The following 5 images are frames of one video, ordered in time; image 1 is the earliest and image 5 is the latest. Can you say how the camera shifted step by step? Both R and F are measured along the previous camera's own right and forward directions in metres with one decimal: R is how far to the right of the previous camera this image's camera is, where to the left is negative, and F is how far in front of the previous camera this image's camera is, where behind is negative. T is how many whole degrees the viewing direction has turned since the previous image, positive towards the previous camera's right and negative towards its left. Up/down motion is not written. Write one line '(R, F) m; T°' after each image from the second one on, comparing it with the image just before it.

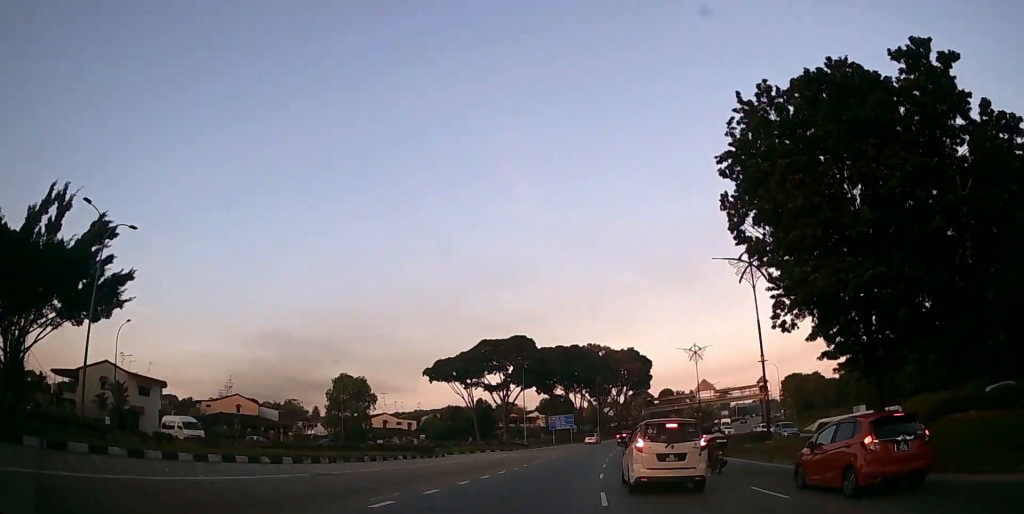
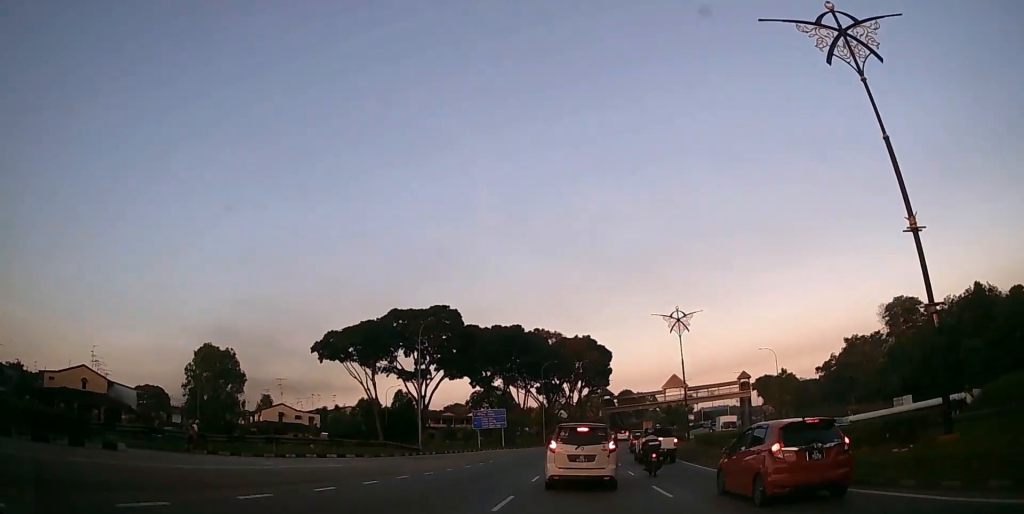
(+0.6, +22.7) m; +3°
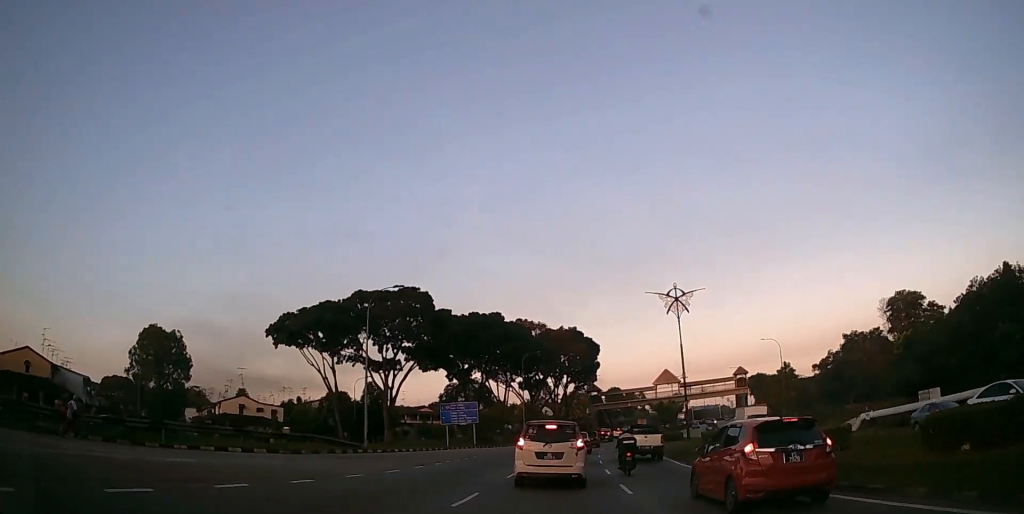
(0.0, +7.9) m; +2°
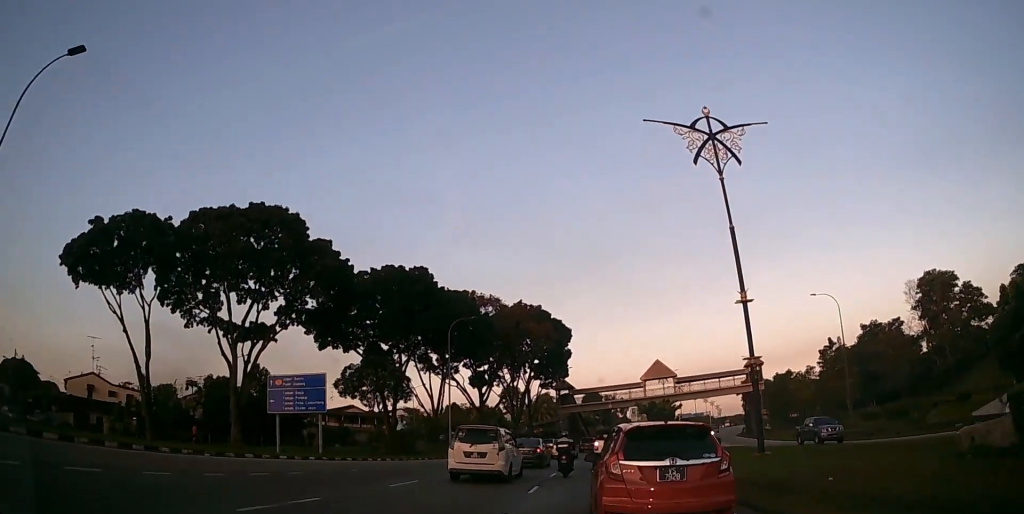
(+1.8, +28.7) m; +6°
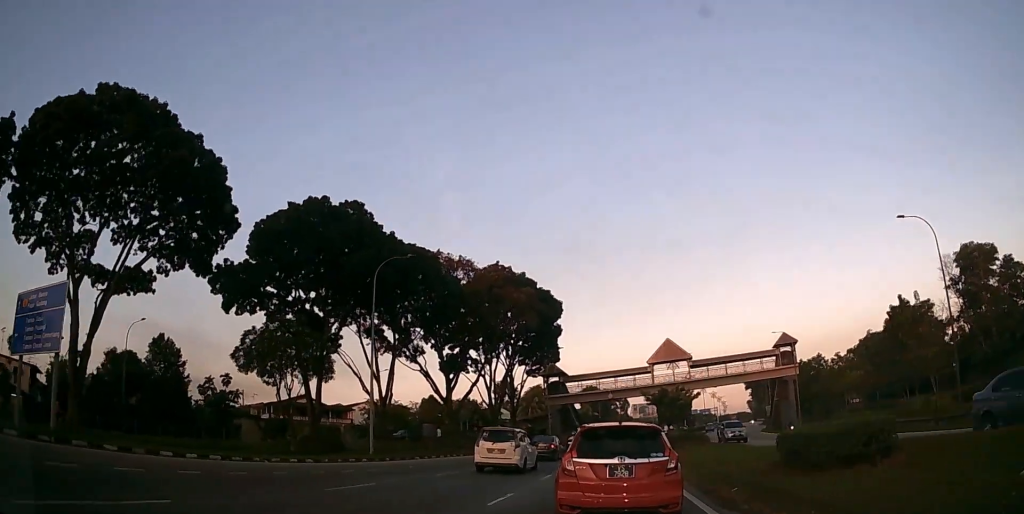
(+0.1, +17.4) m; 0°
